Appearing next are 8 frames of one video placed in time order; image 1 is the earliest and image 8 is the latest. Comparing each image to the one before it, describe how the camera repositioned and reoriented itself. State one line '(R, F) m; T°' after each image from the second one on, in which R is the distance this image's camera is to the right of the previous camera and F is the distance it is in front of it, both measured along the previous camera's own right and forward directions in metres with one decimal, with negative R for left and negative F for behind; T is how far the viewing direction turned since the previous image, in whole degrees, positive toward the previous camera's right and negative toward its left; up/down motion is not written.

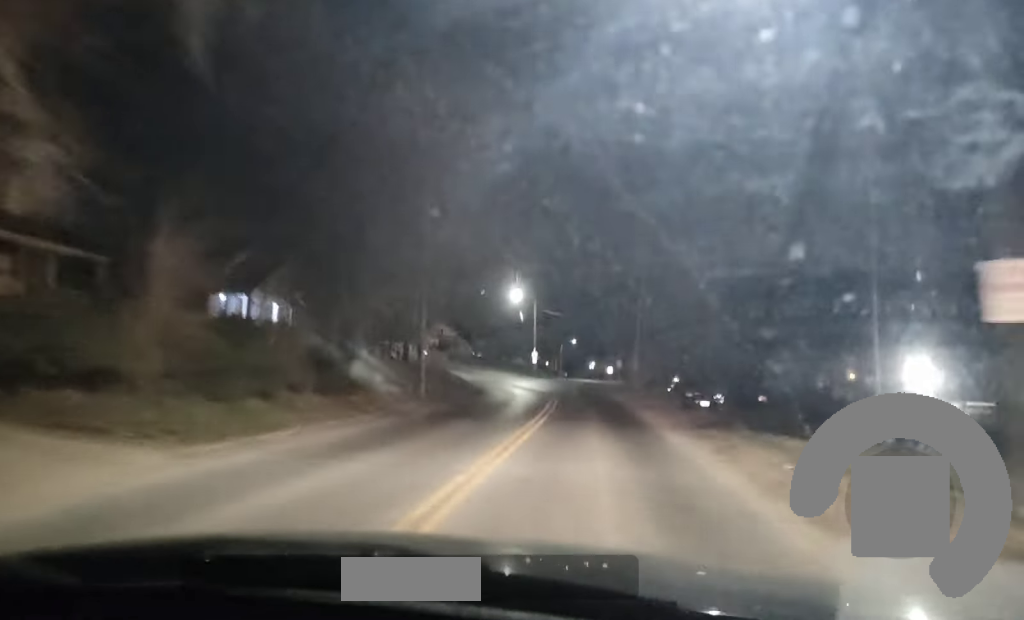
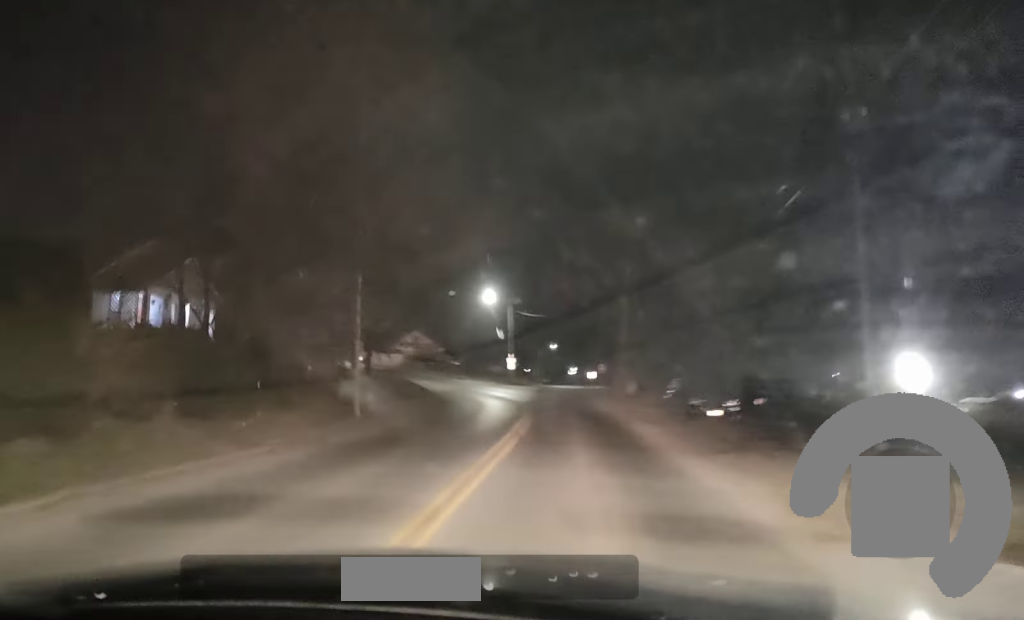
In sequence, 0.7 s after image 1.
(0.0, +7.9) m; 0°
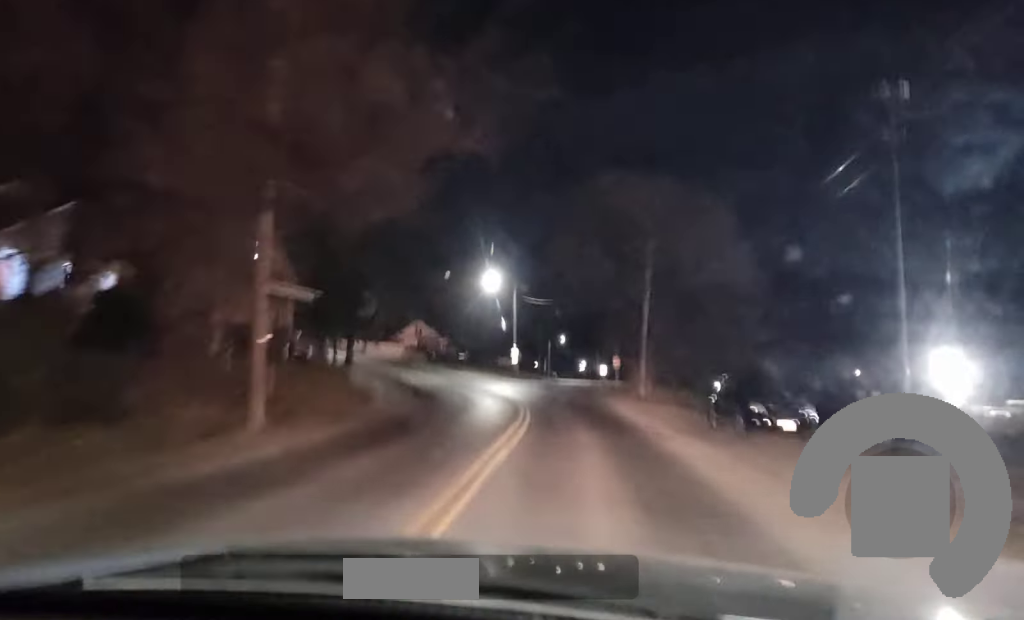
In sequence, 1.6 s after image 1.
(0.0, +9.7) m; -1°
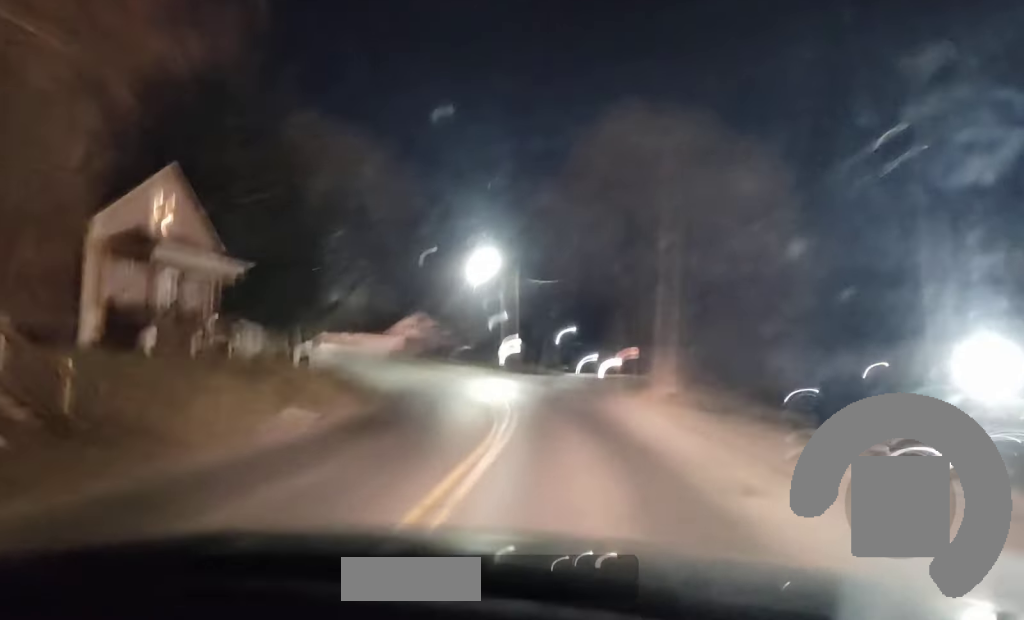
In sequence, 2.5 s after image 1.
(-0.2, +10.4) m; 0°
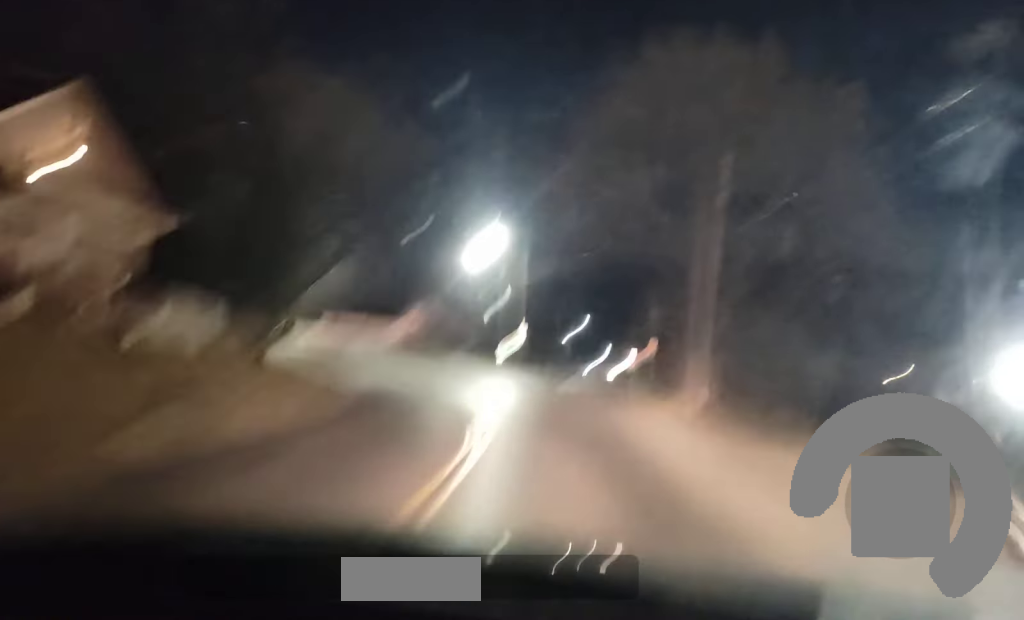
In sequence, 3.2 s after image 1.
(+0.1, +8.6) m; +1°
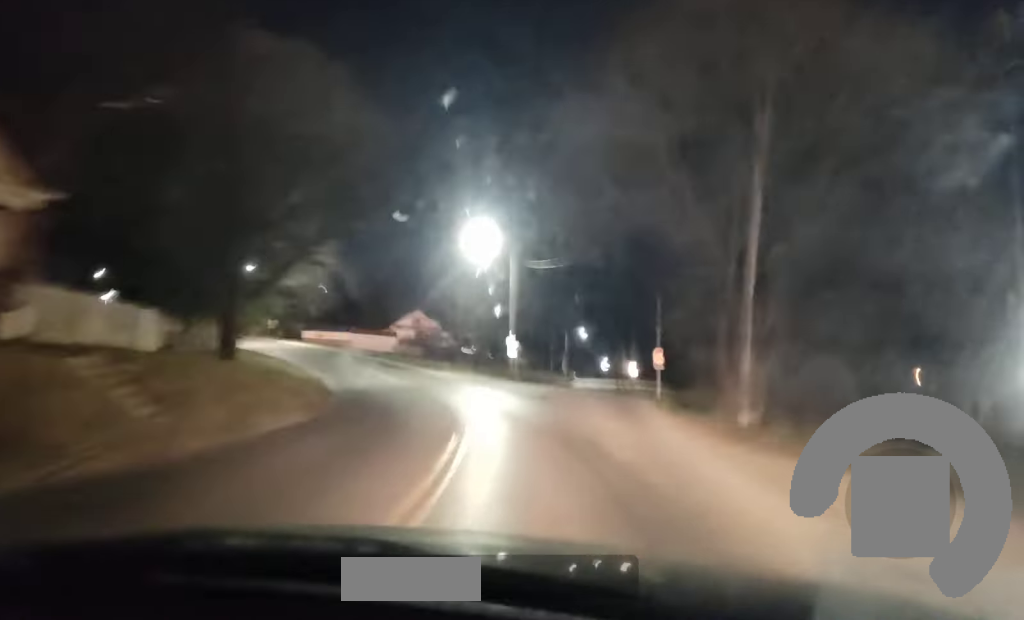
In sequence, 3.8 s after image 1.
(0.0, +6.9) m; -1°
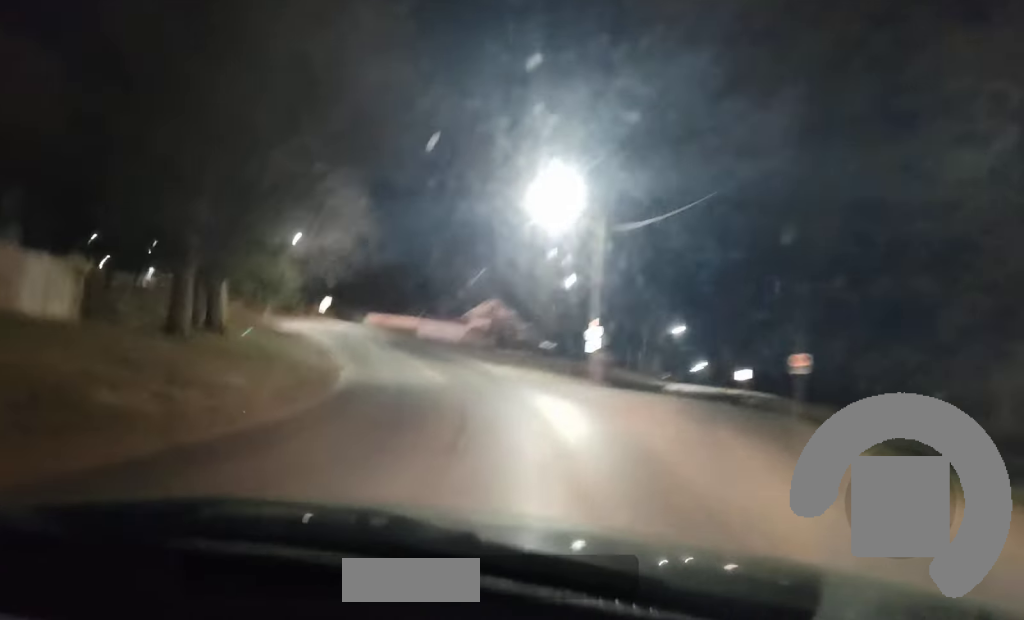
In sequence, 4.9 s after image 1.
(-0.4, +12.7) m; -6°
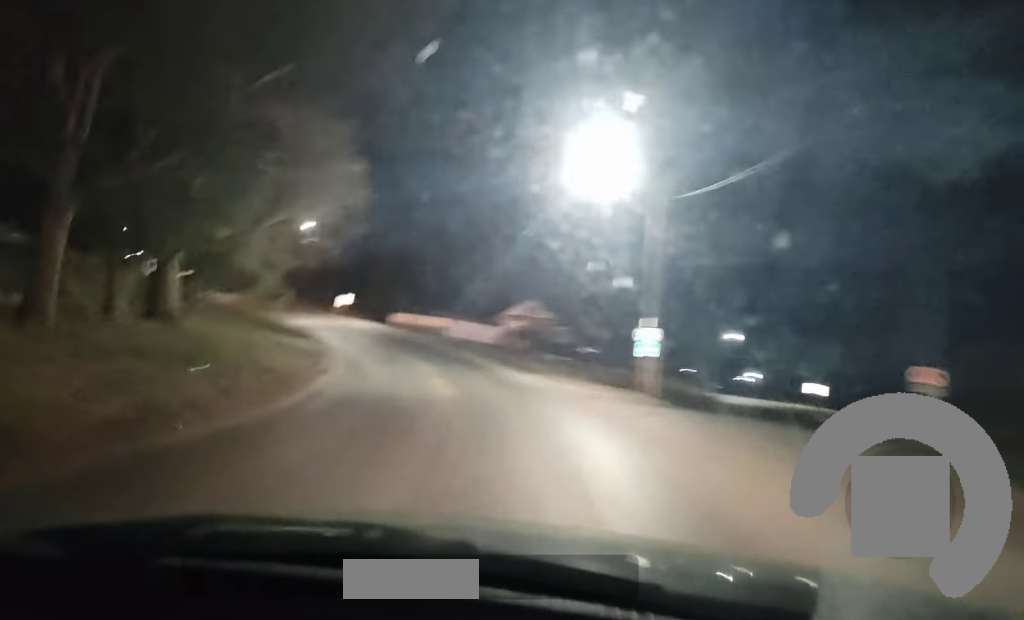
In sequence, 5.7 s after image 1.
(-0.4, +9.3) m; -5°
